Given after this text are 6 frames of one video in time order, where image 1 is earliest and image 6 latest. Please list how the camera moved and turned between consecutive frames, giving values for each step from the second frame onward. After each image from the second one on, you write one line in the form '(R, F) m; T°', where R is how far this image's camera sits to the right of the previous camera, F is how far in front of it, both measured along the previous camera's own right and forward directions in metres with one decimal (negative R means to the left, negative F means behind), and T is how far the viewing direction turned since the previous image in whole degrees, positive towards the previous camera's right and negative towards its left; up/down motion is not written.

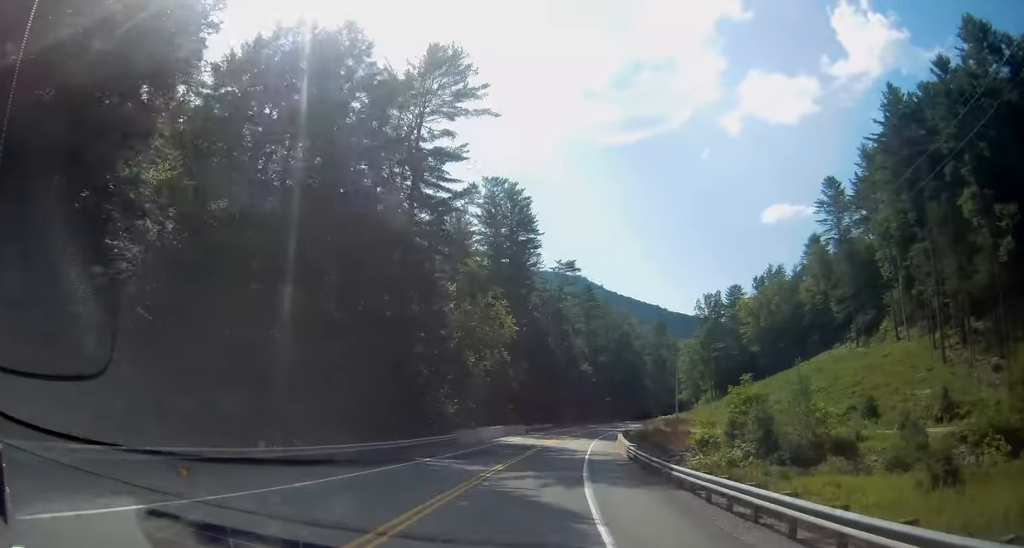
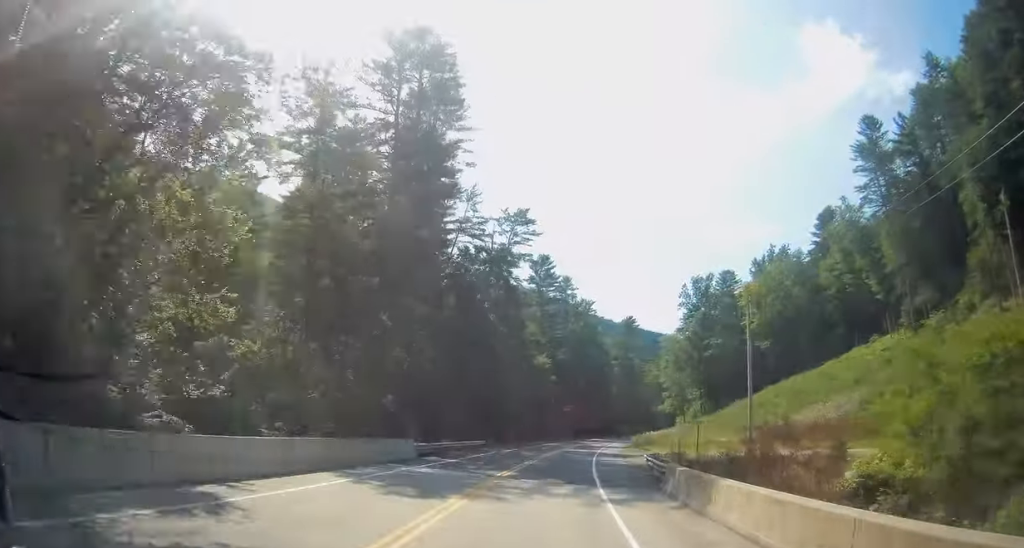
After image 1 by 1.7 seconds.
(+1.7, +40.5) m; +5°
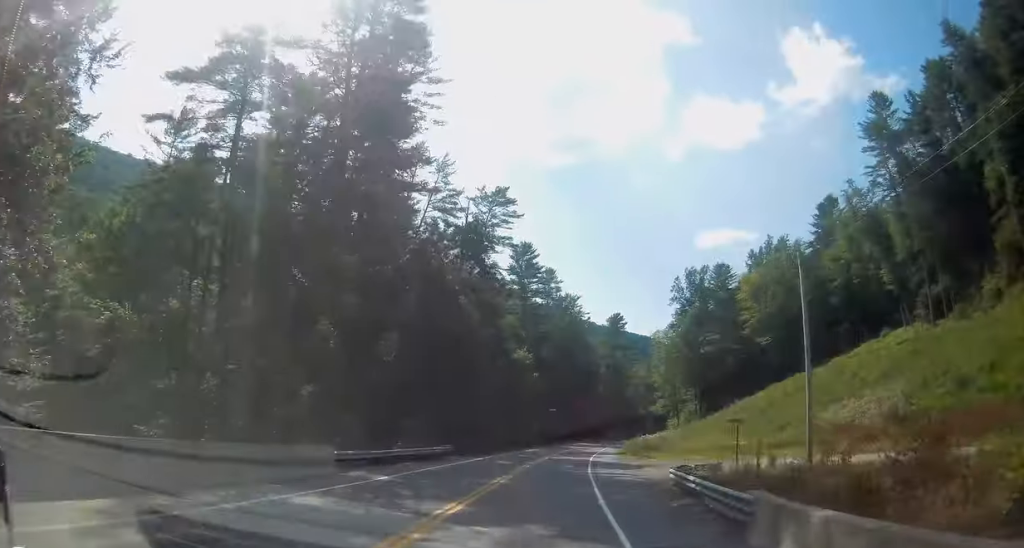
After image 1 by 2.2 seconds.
(+0.2, +10.2) m; +2°
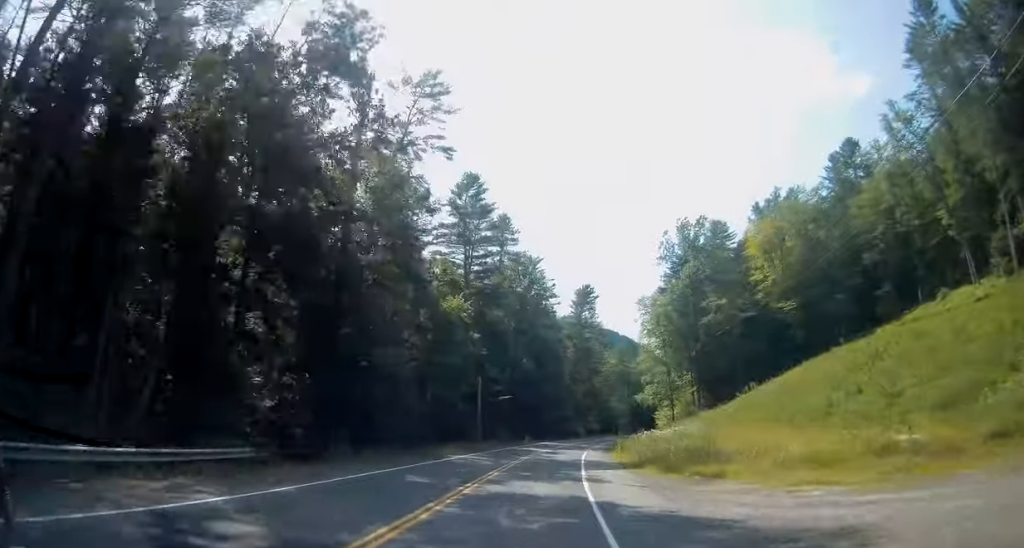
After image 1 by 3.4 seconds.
(+1.3, +29.0) m; +5°
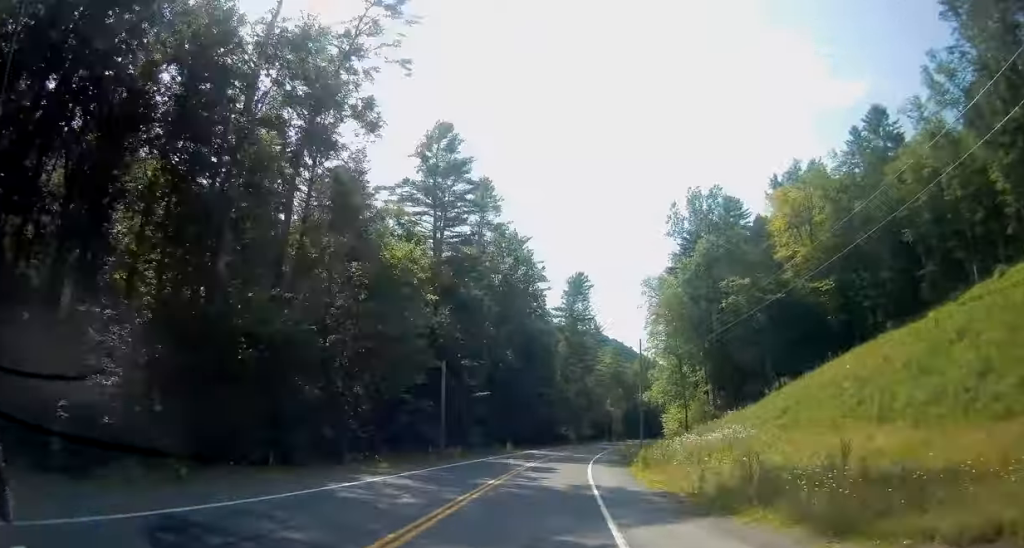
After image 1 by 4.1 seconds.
(+0.4, +15.8) m; +1°
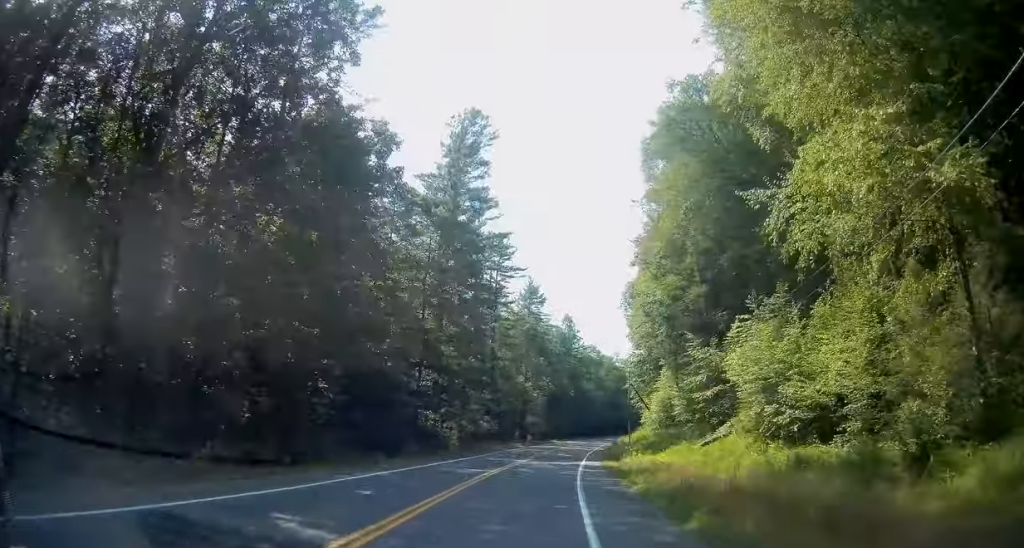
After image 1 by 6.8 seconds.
(+1.7, +64.5) m; +7°
